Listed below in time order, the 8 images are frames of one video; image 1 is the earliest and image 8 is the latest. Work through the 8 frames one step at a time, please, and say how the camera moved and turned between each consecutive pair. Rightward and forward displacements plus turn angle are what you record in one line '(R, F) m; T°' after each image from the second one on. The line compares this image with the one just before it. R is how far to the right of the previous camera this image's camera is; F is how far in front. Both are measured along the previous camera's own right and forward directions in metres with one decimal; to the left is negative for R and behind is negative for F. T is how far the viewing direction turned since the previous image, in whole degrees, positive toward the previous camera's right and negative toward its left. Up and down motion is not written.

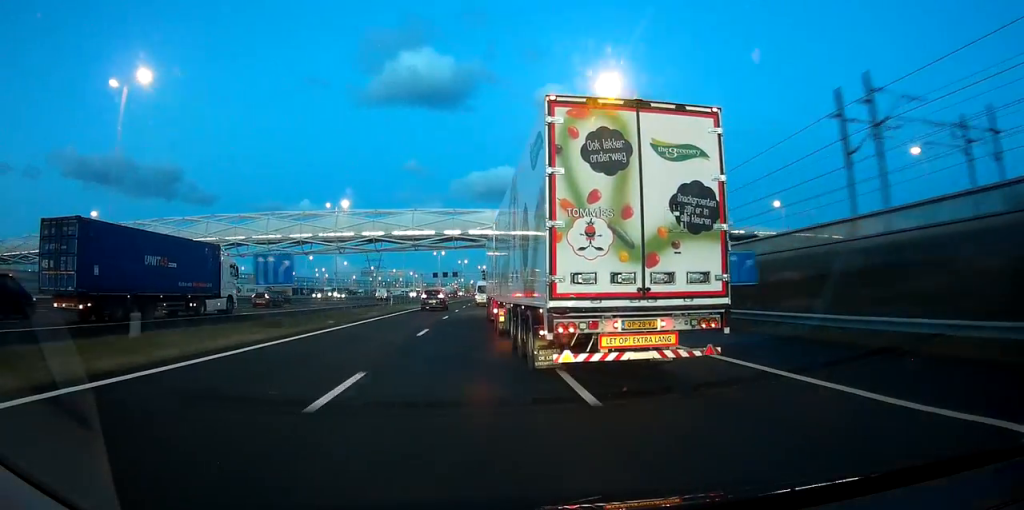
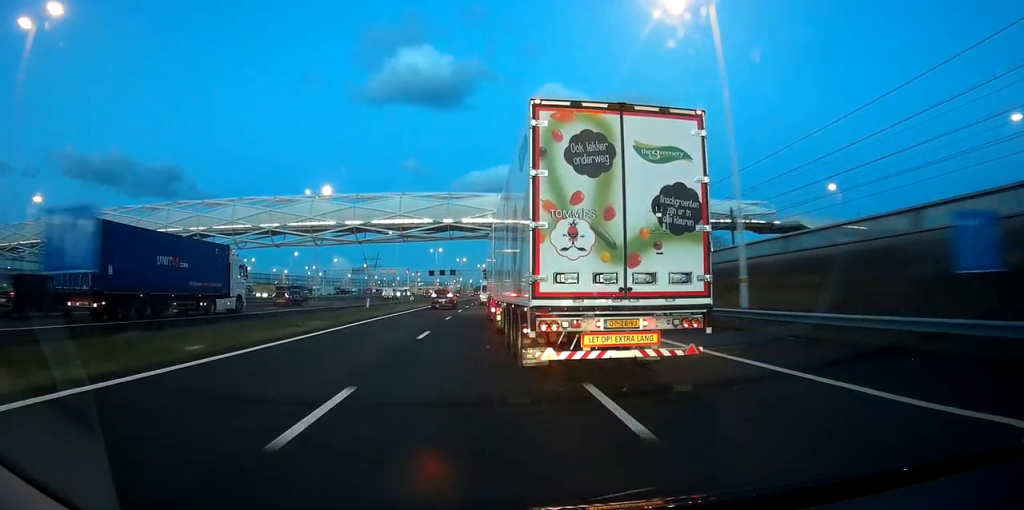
(+0.2, +13.7) m; +1°
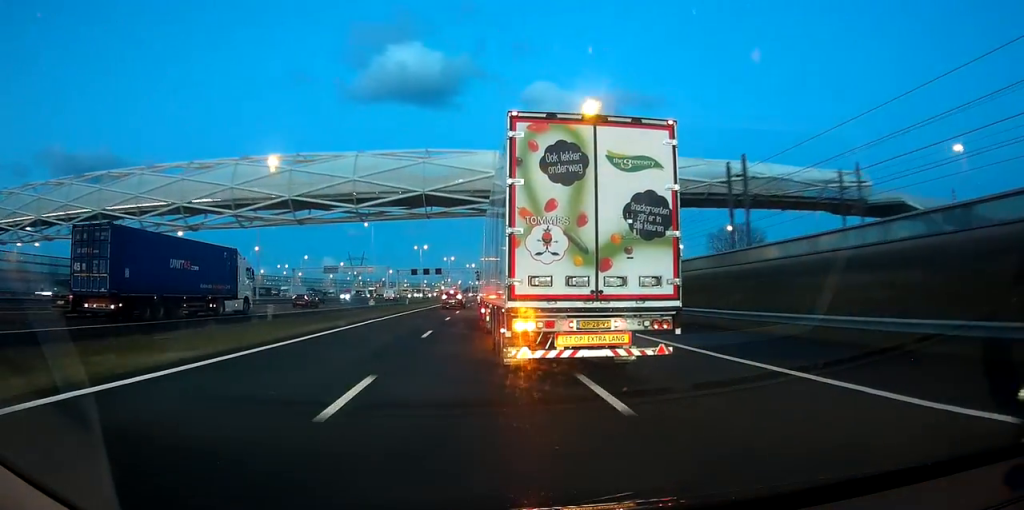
(+0.2, +22.7) m; 0°
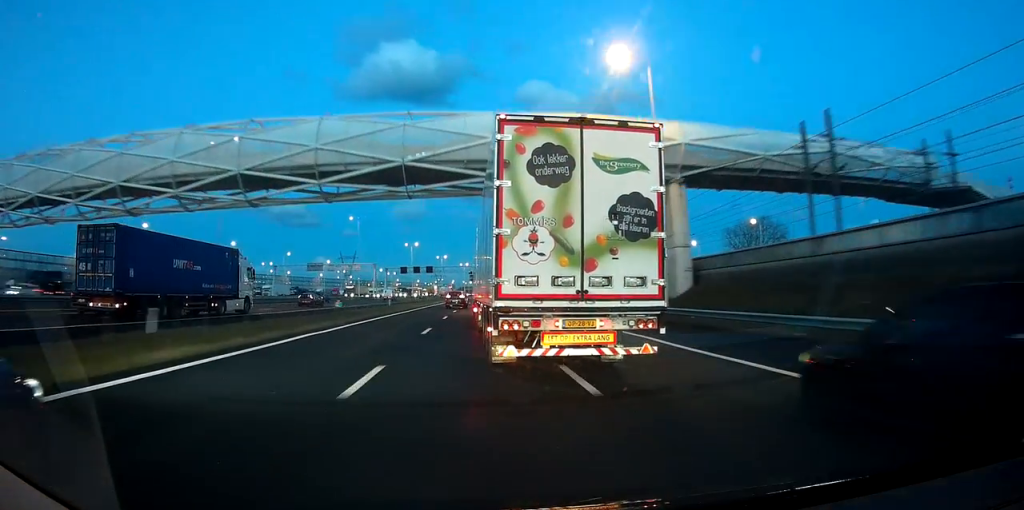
(0.0, +10.6) m; 0°
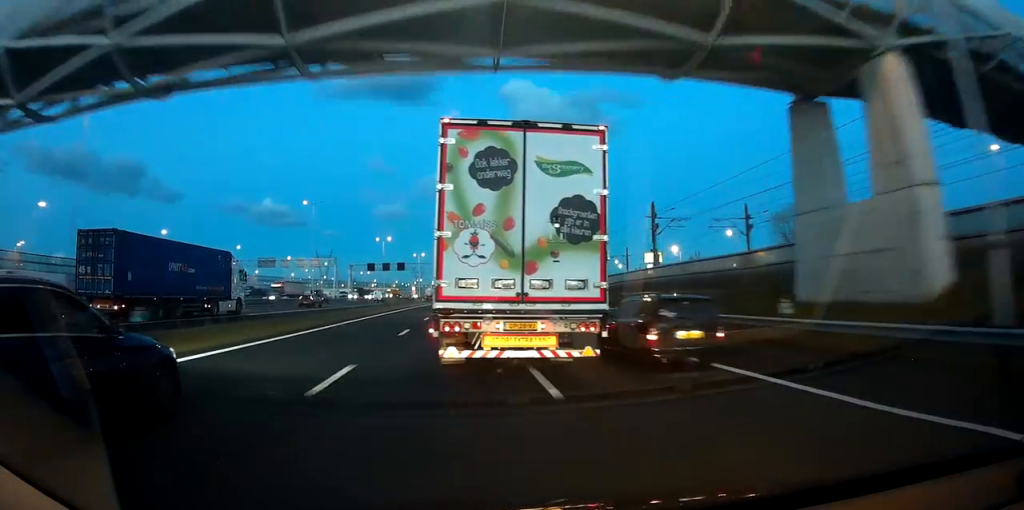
(+0.2, +23.7) m; +2°
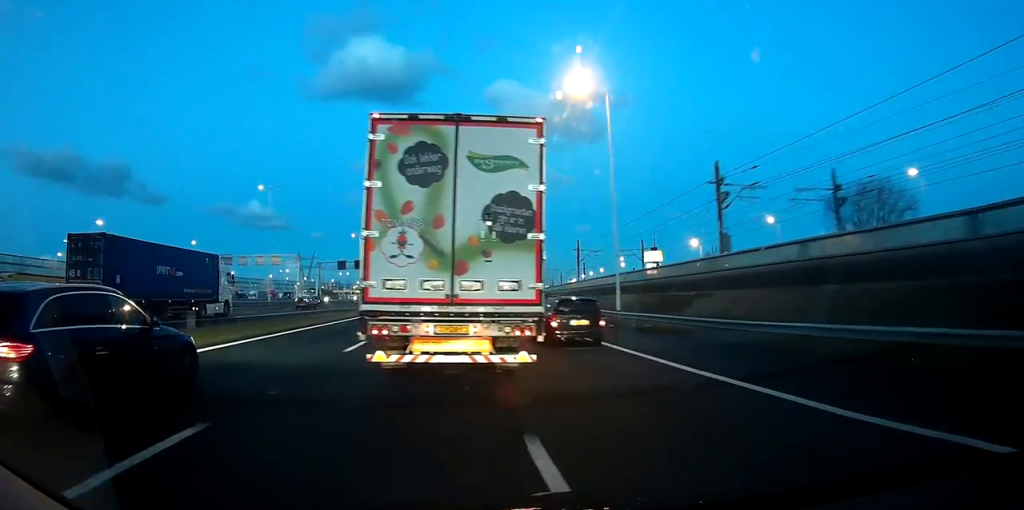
(+0.4, +17.2) m; +1°
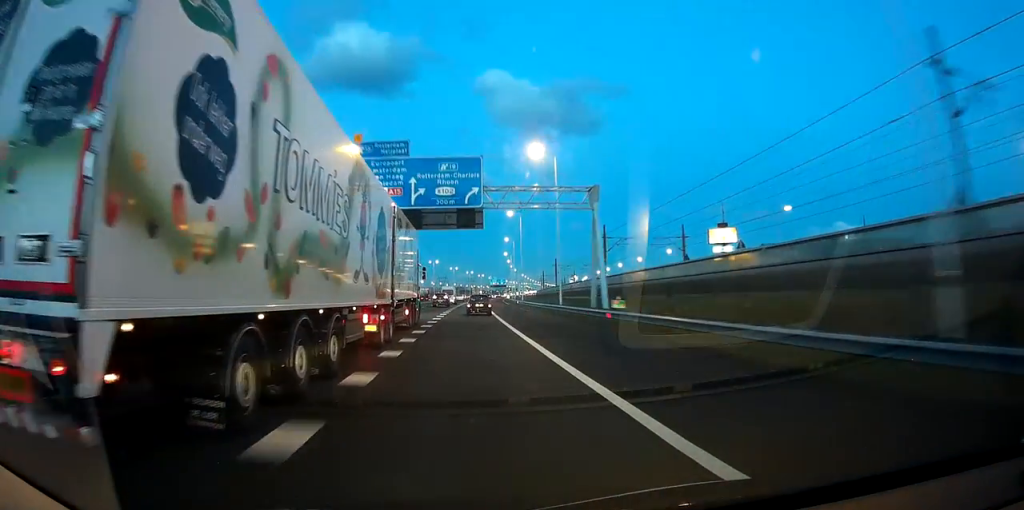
(+1.1, +71.8) m; +1°
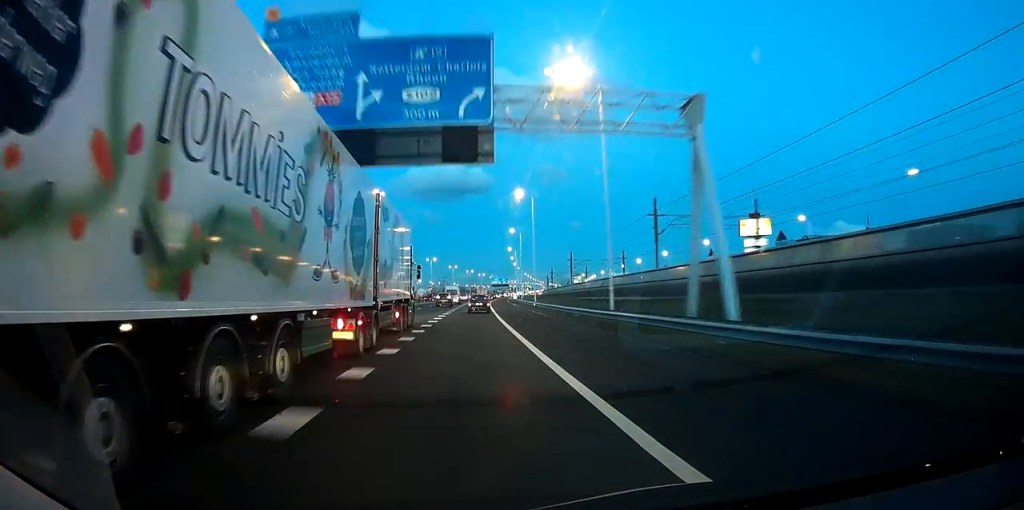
(0.0, +19.2) m; 0°
